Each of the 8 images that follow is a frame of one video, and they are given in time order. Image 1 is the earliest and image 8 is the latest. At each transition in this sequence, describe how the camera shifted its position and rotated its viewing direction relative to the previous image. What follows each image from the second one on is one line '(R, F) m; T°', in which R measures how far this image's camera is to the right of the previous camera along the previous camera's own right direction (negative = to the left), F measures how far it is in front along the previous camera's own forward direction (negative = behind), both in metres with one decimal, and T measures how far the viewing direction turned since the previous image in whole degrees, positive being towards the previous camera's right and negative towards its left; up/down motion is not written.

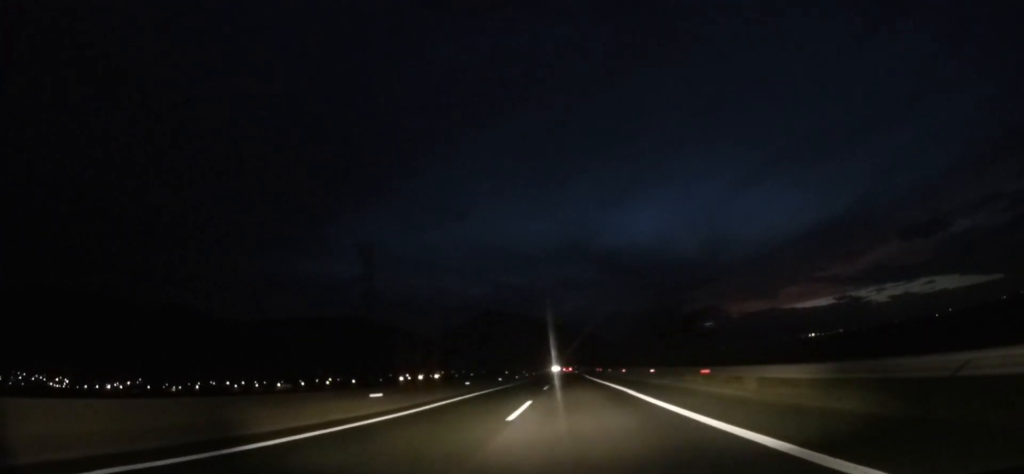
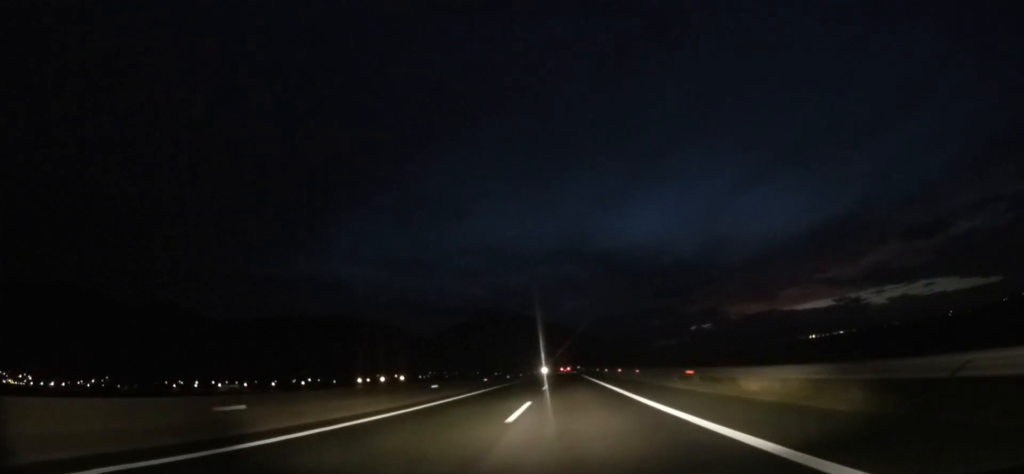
(+0.1, +126.9) m; 0°
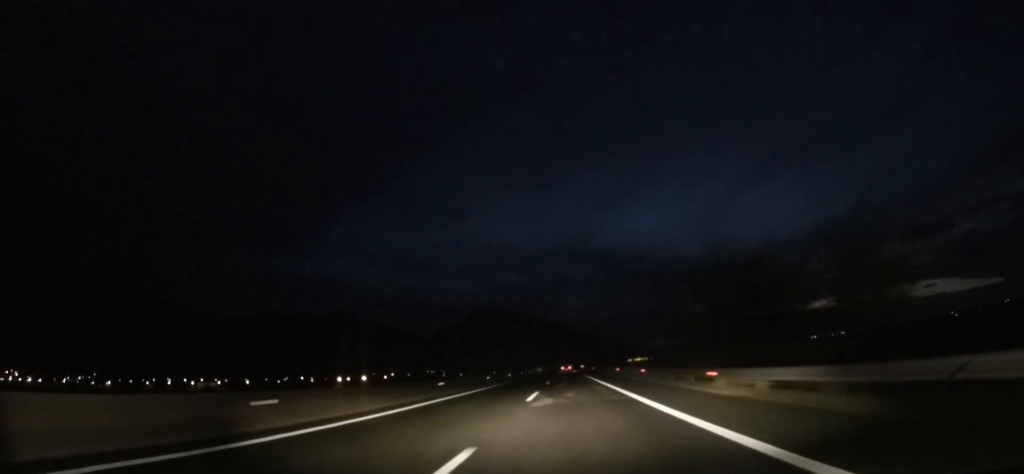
(0.0, +51.6) m; 0°
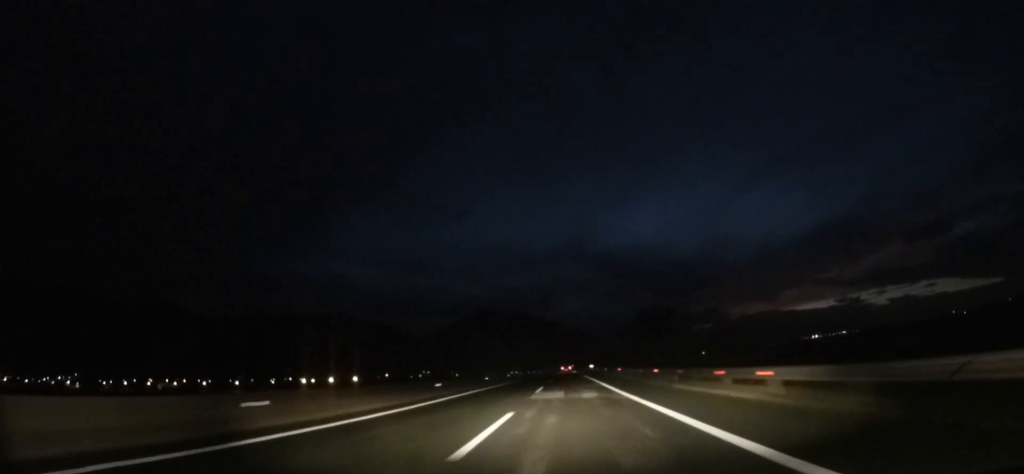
(+0.1, +69.6) m; +1°
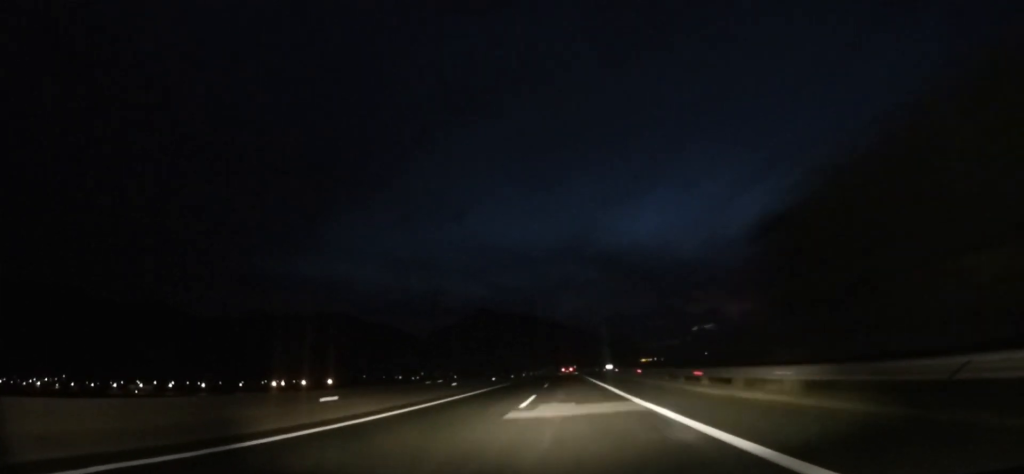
(+0.2, +47.5) m; 0°
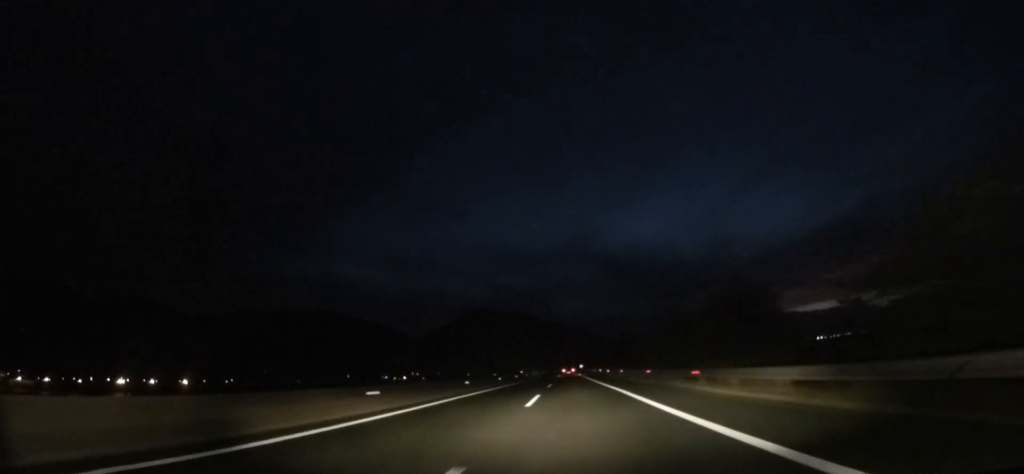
(-2.1, +145.6) m; -1°
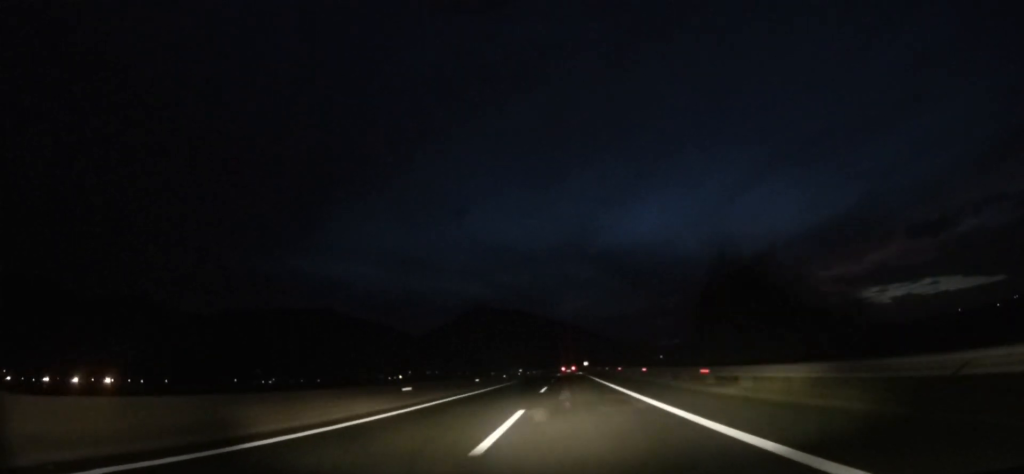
(+0.2, +43.9) m; 0°
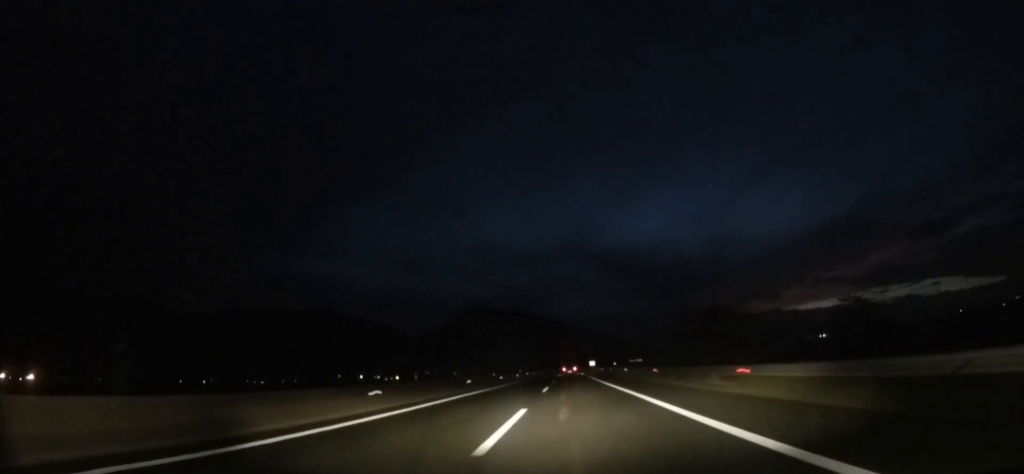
(-0.1, +35.0) m; 0°
